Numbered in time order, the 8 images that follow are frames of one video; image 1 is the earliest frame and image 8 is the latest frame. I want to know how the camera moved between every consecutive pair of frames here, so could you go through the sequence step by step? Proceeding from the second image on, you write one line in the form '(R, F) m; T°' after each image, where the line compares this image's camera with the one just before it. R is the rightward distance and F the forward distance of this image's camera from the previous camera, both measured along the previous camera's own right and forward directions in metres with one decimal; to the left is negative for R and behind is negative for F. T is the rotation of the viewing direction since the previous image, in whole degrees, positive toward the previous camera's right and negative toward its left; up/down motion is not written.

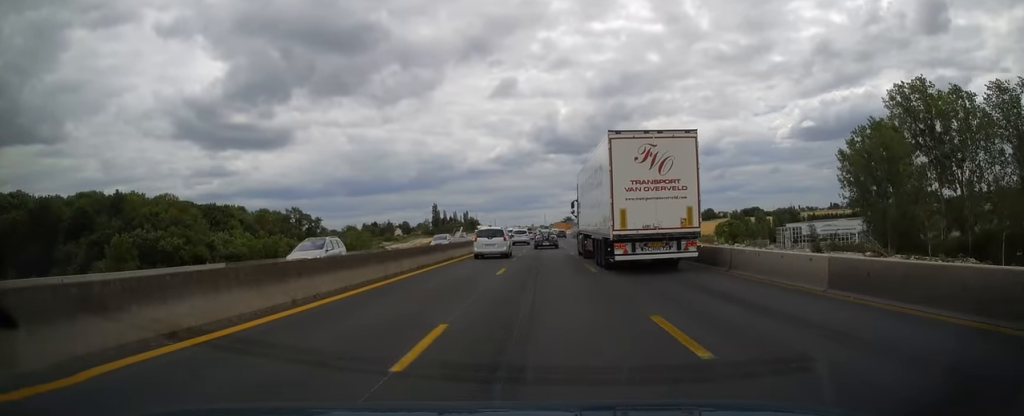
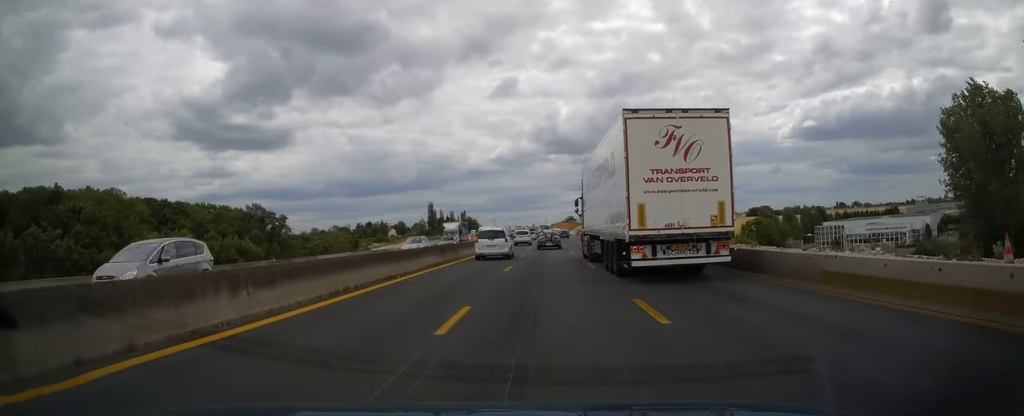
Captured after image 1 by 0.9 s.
(0.0, +23.6) m; 0°
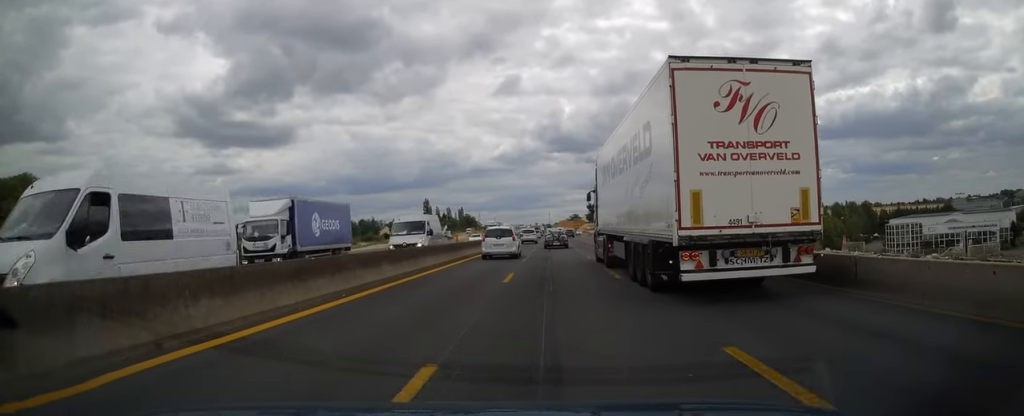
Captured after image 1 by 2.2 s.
(0.0, +30.6) m; 0°
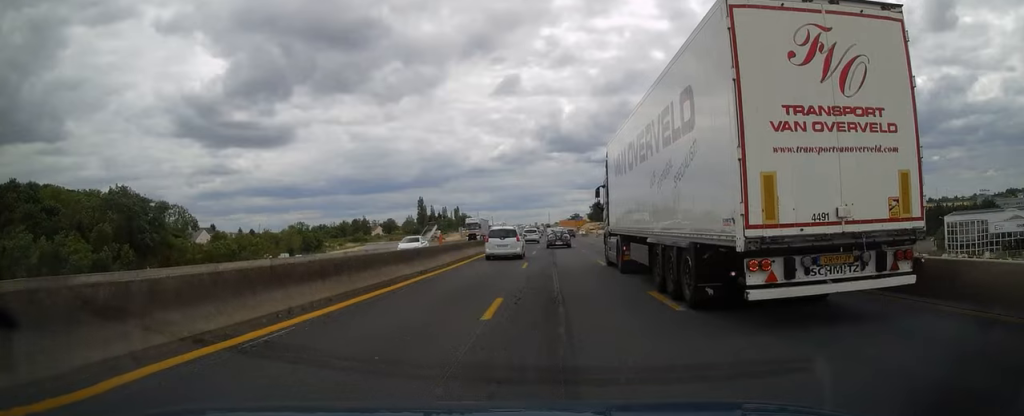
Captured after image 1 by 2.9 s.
(0.0, +19.6) m; 0°
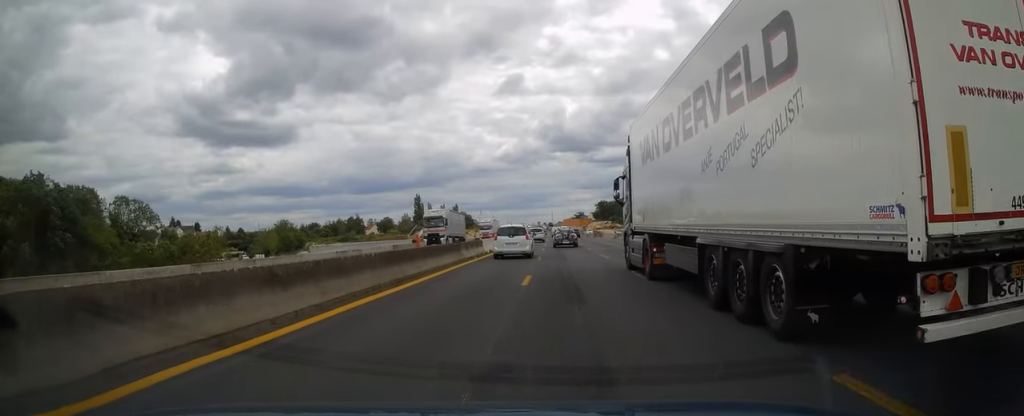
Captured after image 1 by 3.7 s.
(-0.1, +20.7) m; 0°
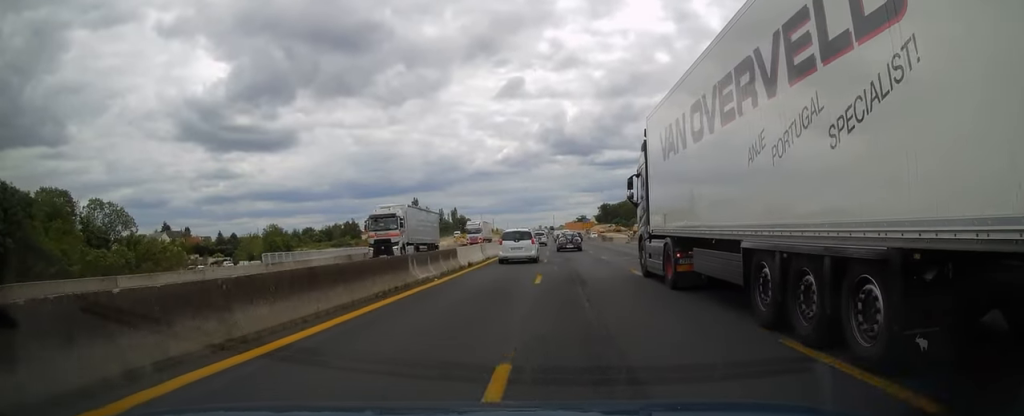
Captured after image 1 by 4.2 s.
(0.0, +11.3) m; 0°
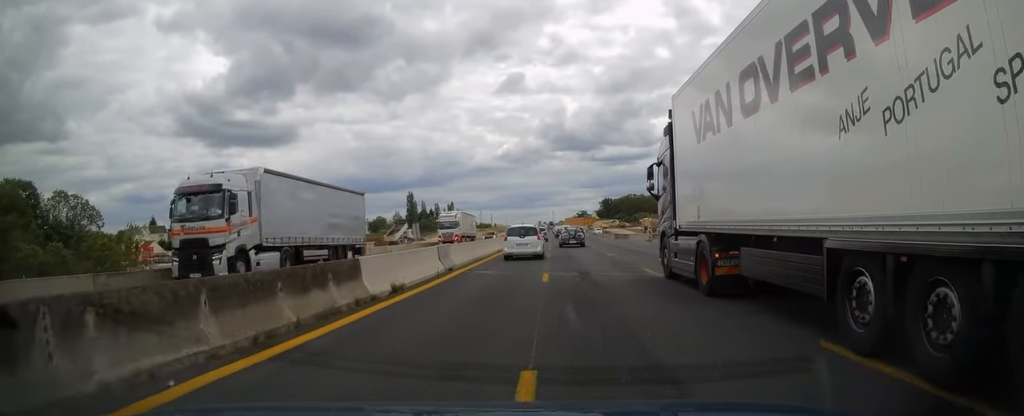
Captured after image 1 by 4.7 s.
(0.0, +13.5) m; 0°
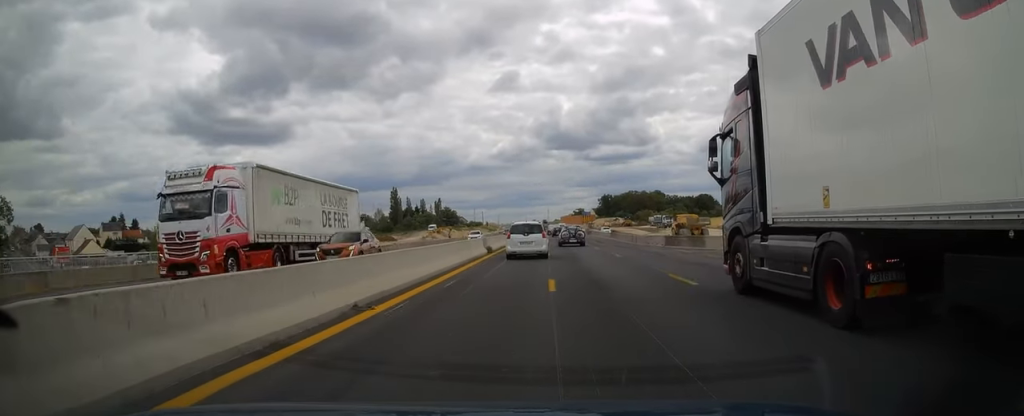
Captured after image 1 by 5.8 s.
(+0.1, +29.3) m; 0°
